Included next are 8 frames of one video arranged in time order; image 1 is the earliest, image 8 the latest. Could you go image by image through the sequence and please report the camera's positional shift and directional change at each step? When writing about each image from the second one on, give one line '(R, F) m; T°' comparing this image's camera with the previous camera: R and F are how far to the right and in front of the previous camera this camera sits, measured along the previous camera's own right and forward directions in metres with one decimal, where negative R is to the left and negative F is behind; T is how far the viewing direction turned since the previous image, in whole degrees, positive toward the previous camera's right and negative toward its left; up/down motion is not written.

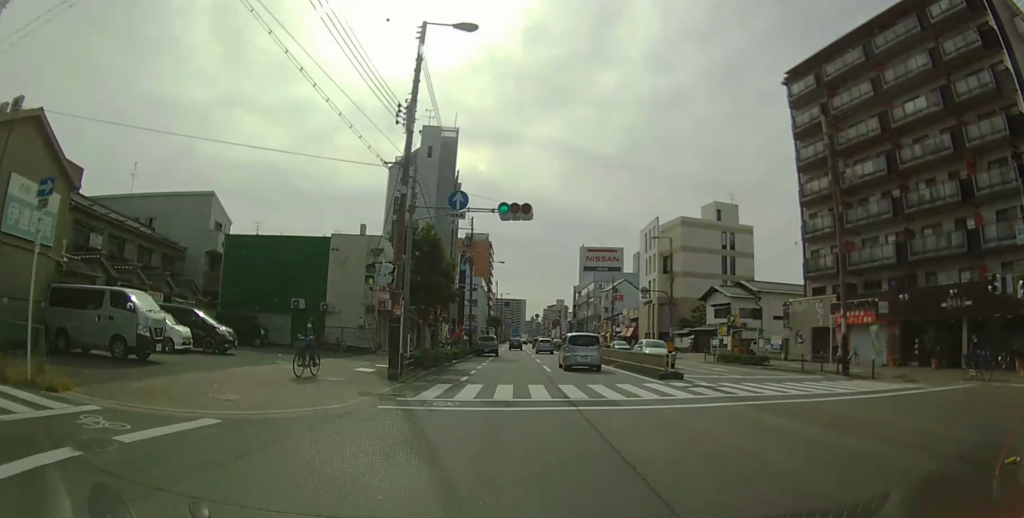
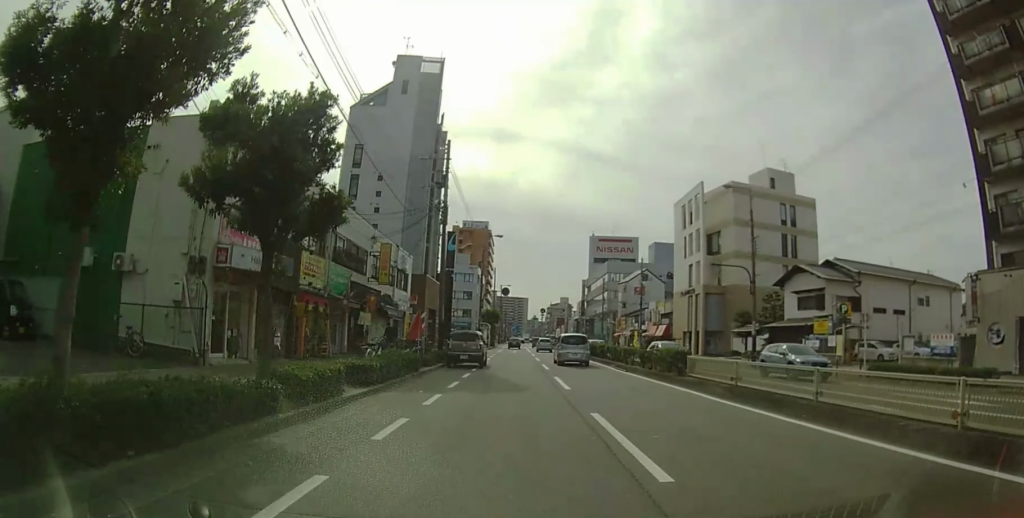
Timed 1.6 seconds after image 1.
(0.0, +18.7) m; 0°
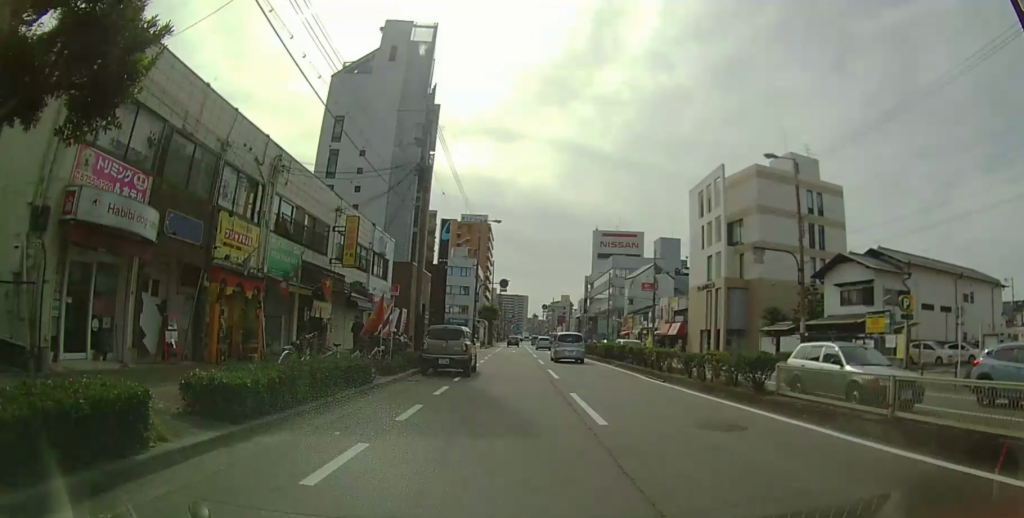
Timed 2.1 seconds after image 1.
(0.0, +6.1) m; 0°
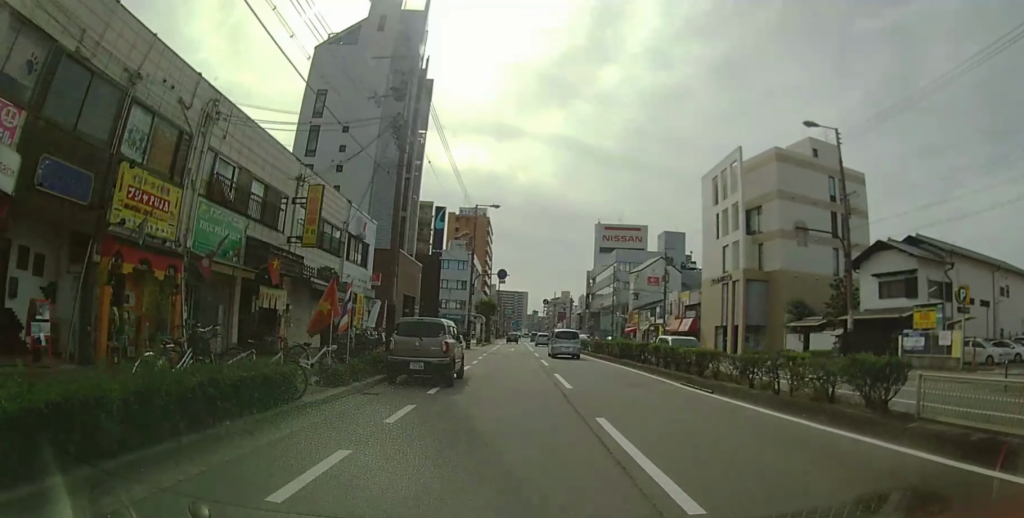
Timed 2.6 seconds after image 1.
(0.0, +5.0) m; 0°
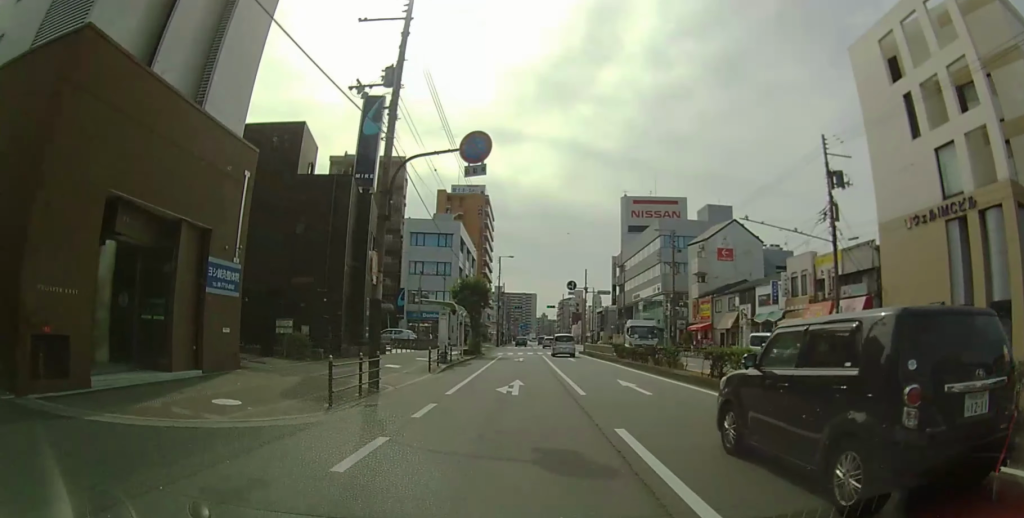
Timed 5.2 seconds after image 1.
(+1.2, +30.4) m; 0°
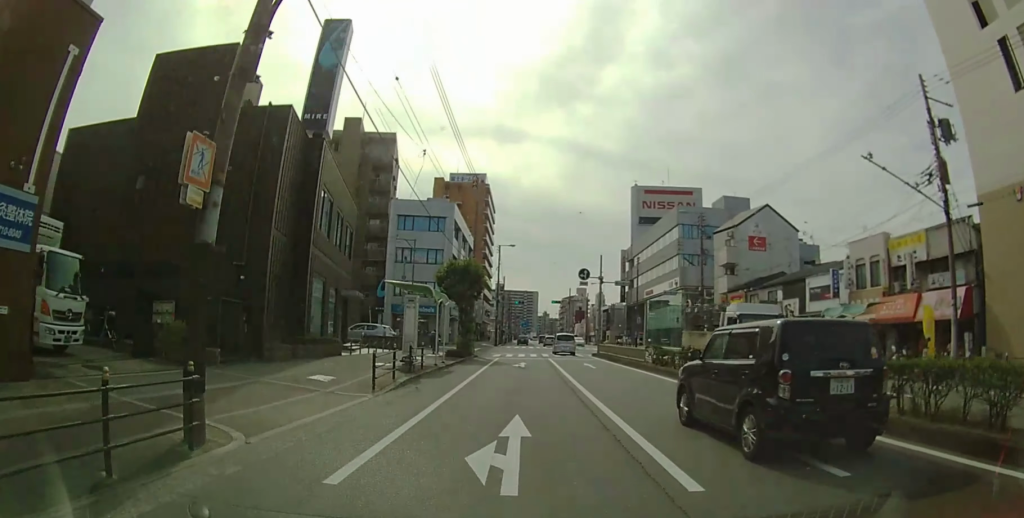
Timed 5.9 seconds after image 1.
(-0.1, +8.1) m; -1°
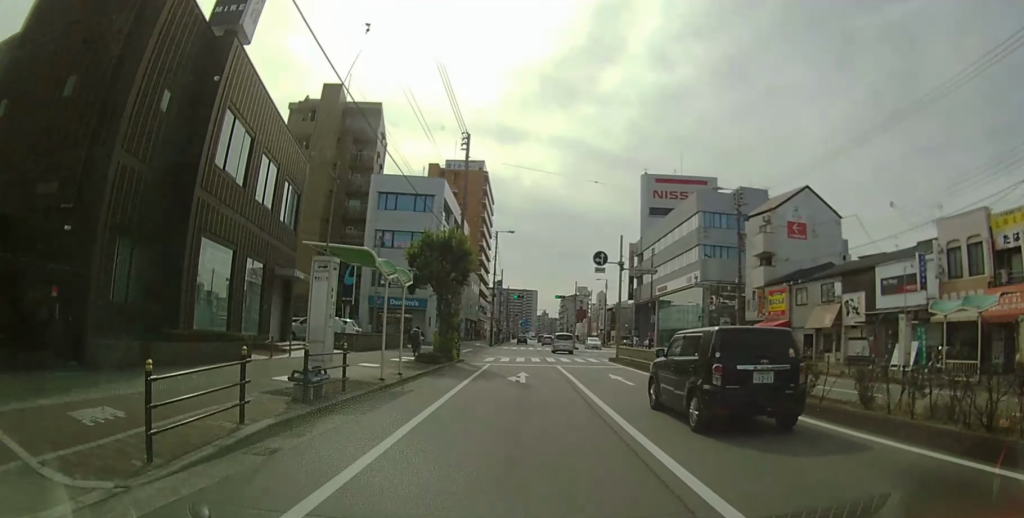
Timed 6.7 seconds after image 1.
(0.0, +8.6) m; 0°
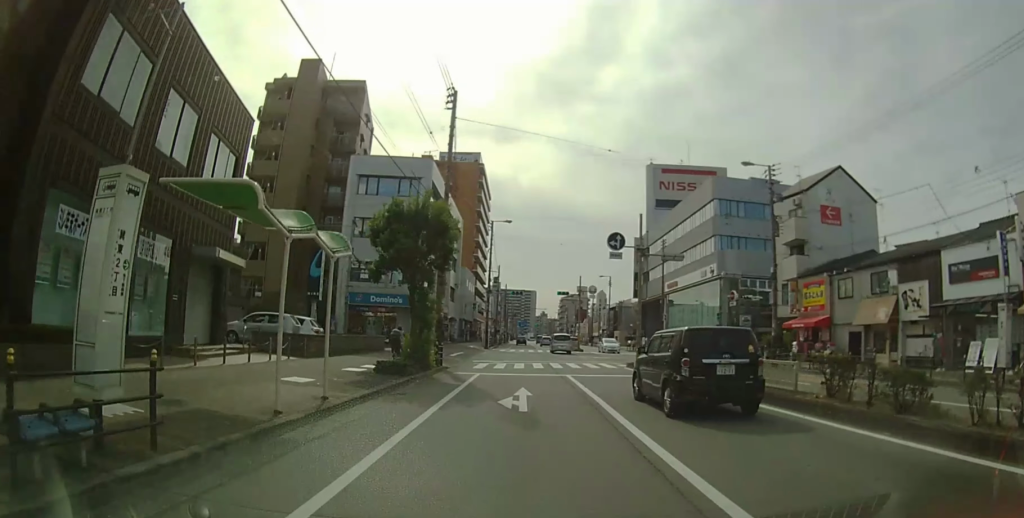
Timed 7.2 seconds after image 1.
(0.0, +6.3) m; 0°
